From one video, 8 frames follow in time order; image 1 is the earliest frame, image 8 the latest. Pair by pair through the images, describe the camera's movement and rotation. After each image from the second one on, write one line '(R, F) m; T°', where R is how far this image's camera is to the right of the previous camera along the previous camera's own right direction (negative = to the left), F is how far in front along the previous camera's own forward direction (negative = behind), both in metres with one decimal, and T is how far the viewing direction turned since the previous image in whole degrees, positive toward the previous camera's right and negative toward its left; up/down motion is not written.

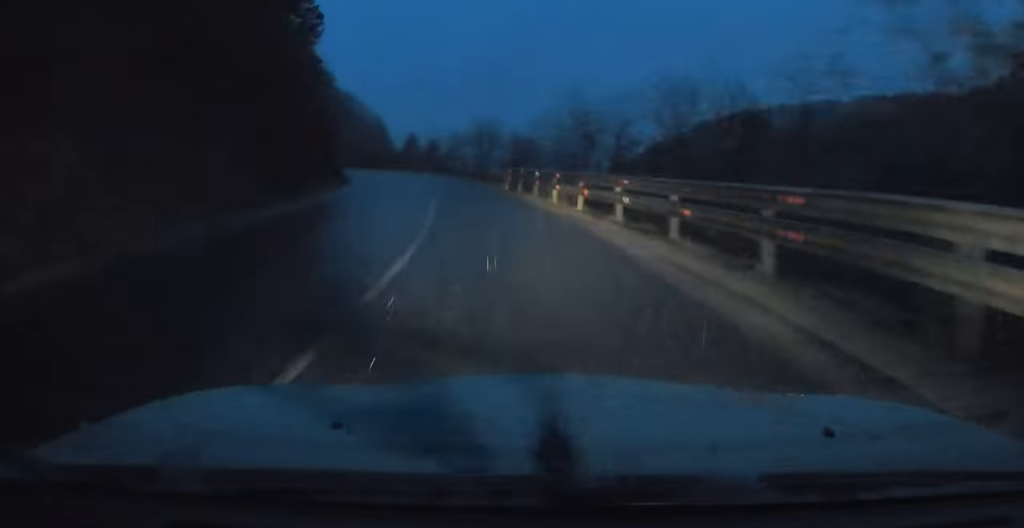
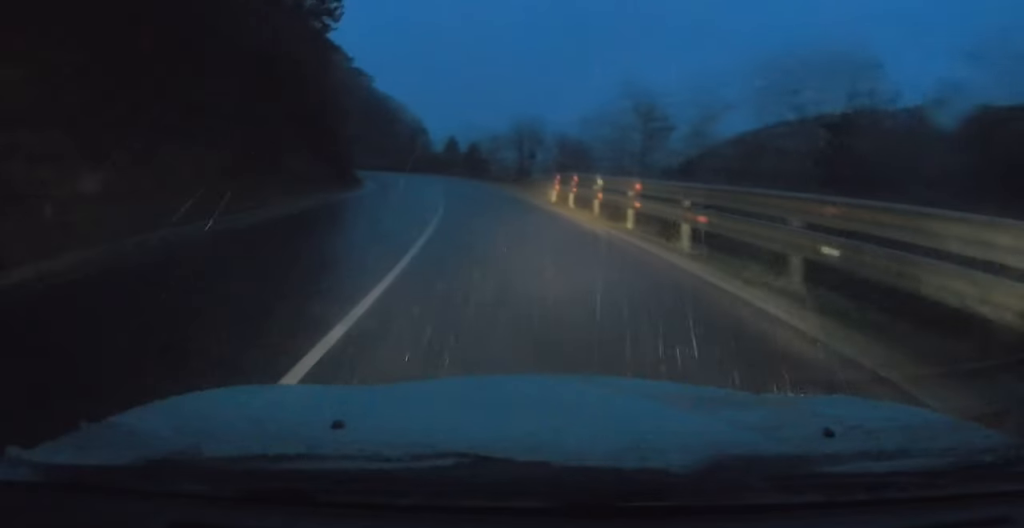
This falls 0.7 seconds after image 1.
(-0.3, +9.3) m; -3°
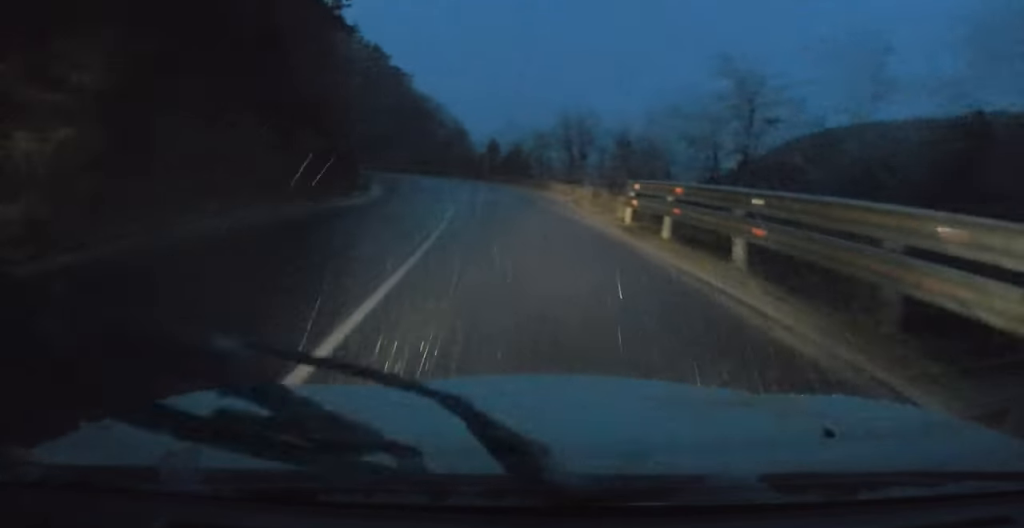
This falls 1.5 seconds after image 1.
(-0.2, +10.4) m; -2°
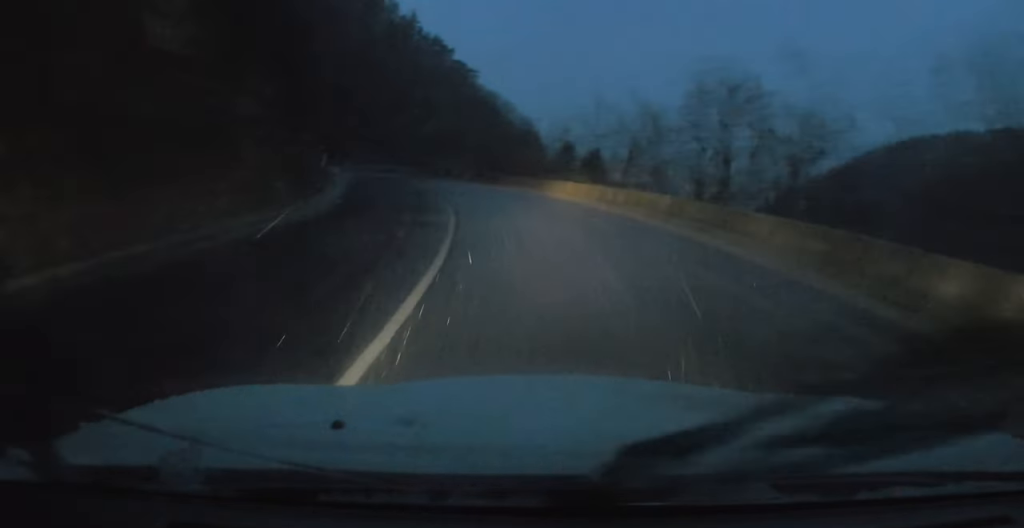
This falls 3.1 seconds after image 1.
(-1.5, +23.2) m; -10°
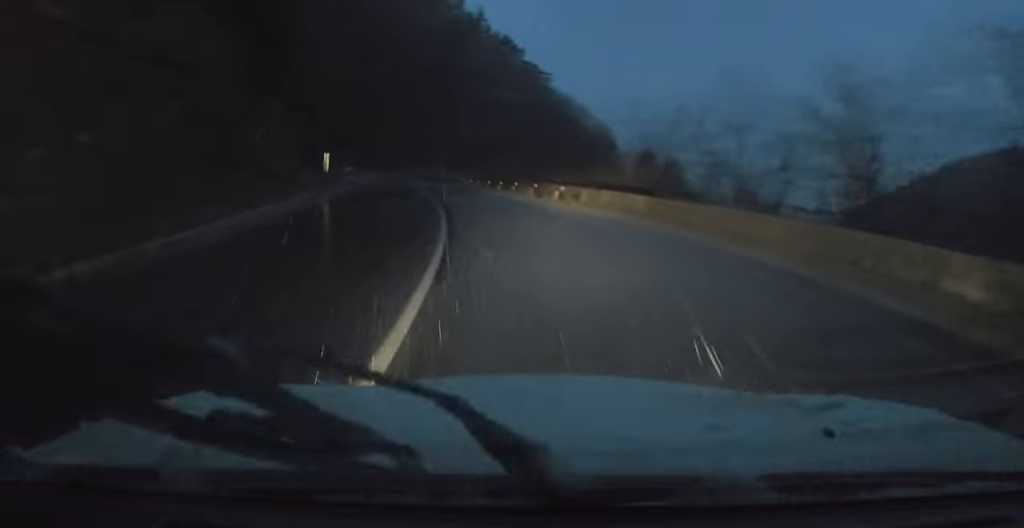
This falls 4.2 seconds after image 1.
(-1.0, +14.5) m; -7°
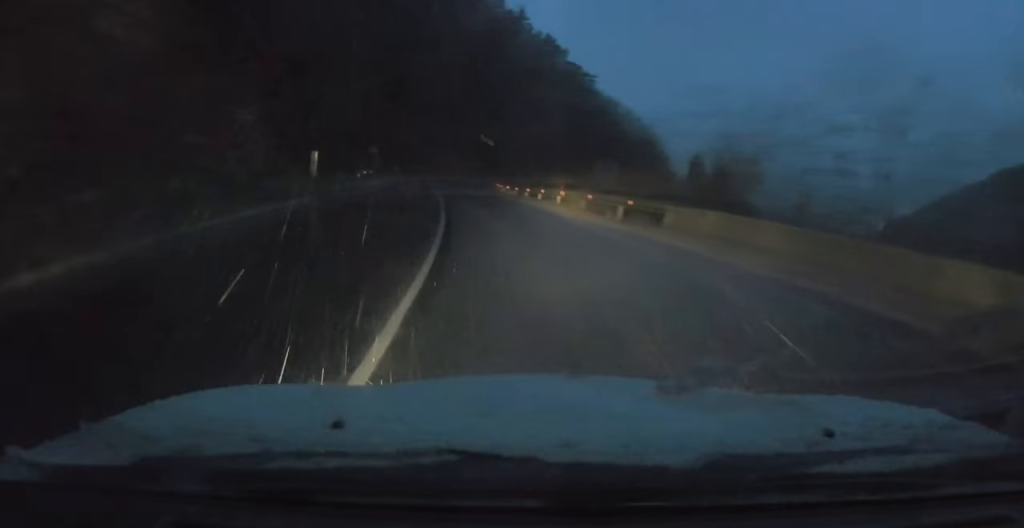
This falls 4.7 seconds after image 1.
(-0.3, +8.0) m; -1°
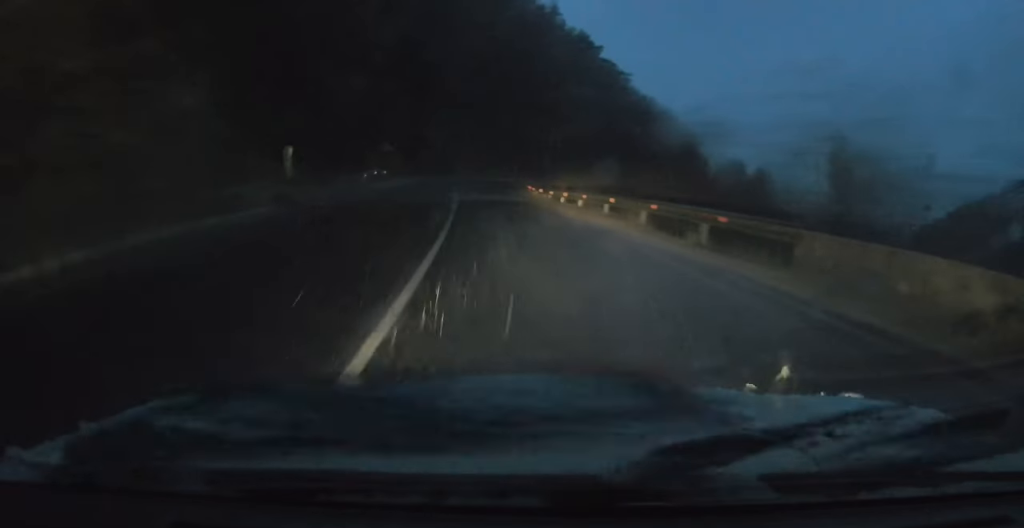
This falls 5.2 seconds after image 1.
(-0.2, +6.1) m; 0°
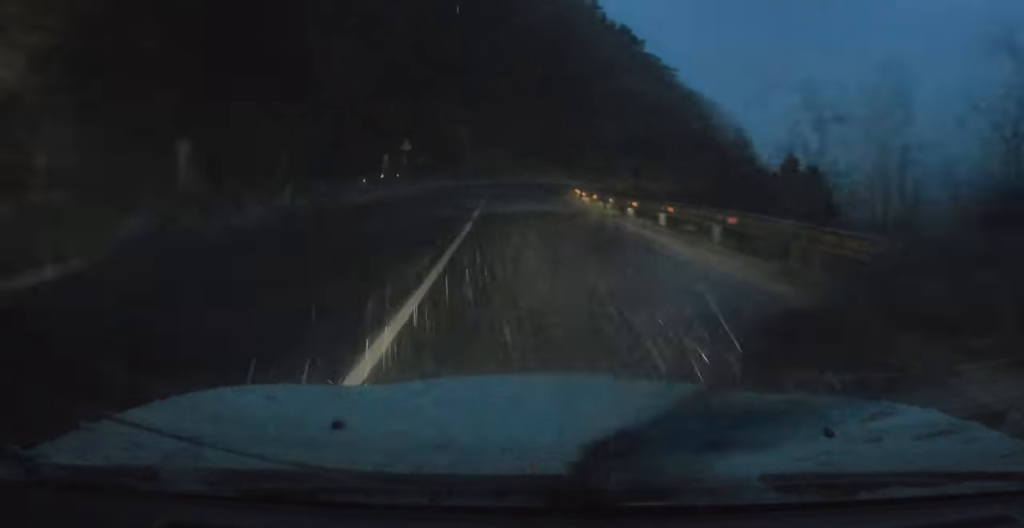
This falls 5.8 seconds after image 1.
(0.0, +8.4) m; 0°
